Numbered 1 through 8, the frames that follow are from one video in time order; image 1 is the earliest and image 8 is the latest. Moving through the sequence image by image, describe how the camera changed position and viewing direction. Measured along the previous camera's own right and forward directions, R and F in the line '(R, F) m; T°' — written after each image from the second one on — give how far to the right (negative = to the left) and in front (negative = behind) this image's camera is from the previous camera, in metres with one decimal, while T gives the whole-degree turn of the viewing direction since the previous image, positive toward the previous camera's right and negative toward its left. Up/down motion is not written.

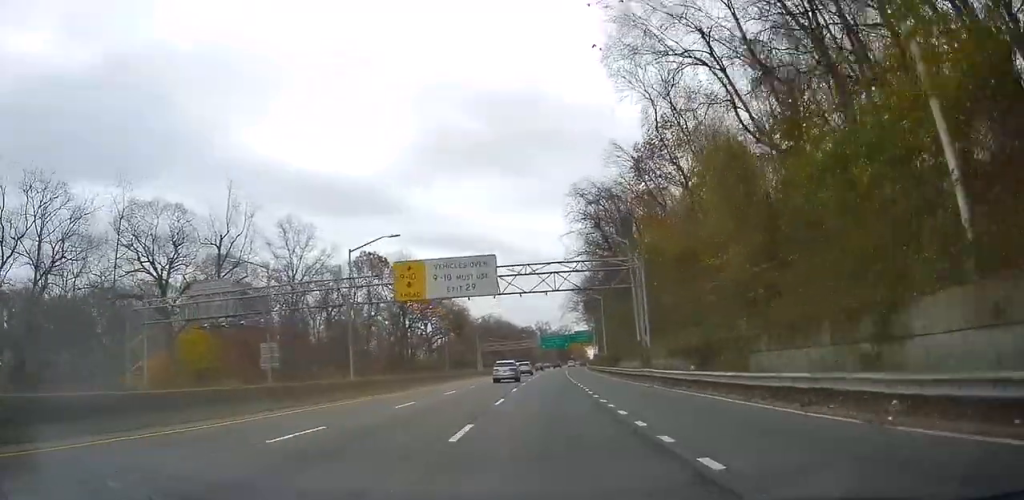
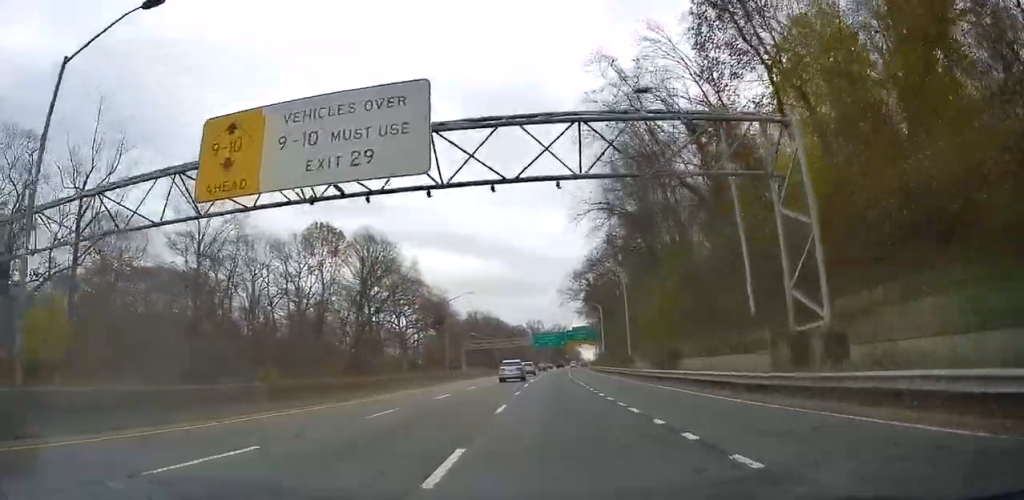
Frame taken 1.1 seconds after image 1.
(+0.4, +23.6) m; 0°
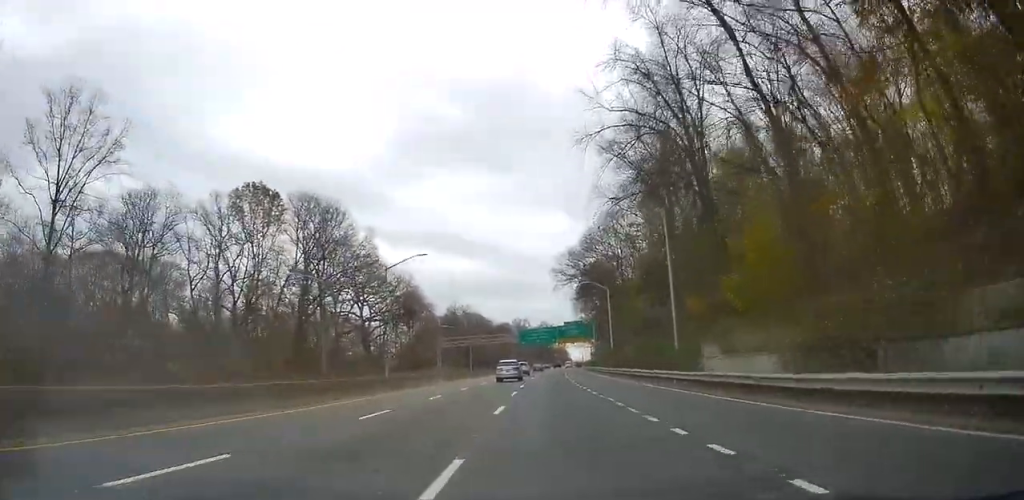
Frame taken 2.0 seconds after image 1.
(-0.3, +20.6) m; -1°
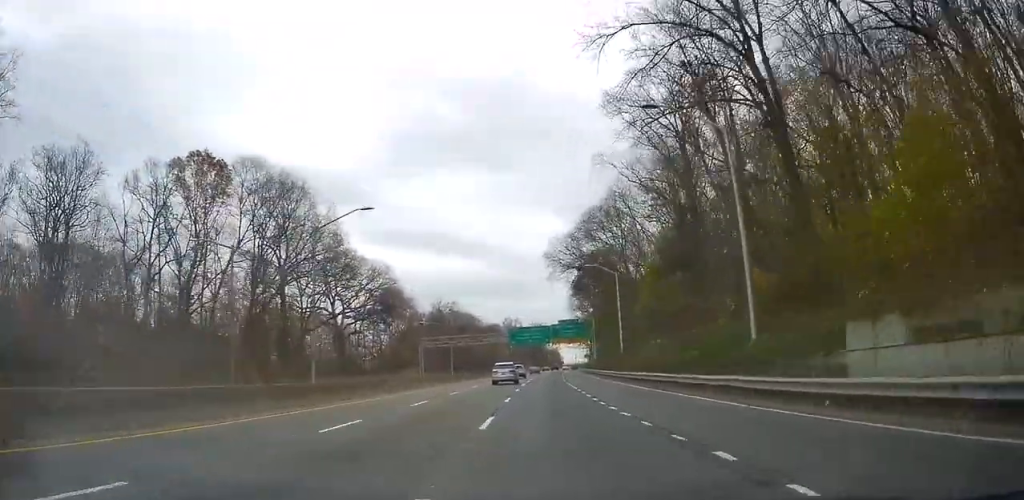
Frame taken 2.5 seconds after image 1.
(0.0, +12.4) m; 0°
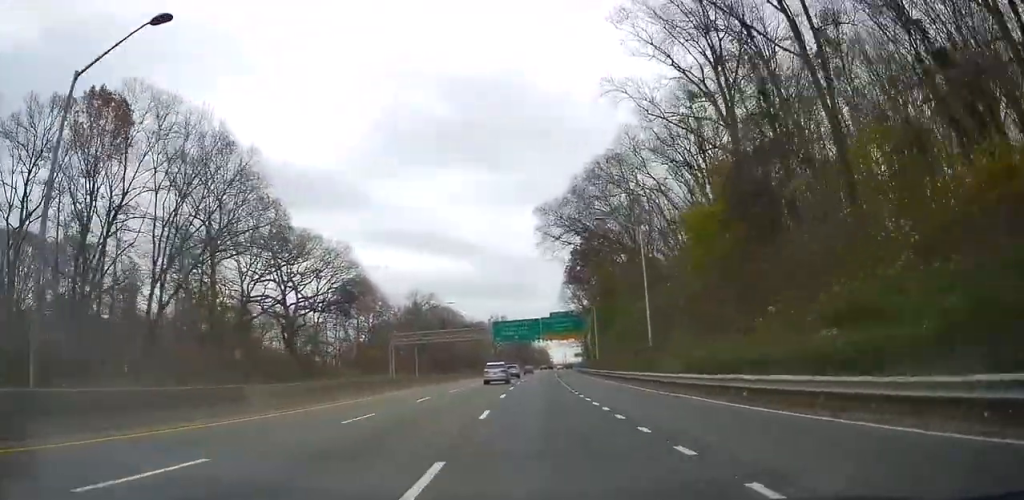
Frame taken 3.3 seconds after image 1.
(0.0, +16.9) m; +1°
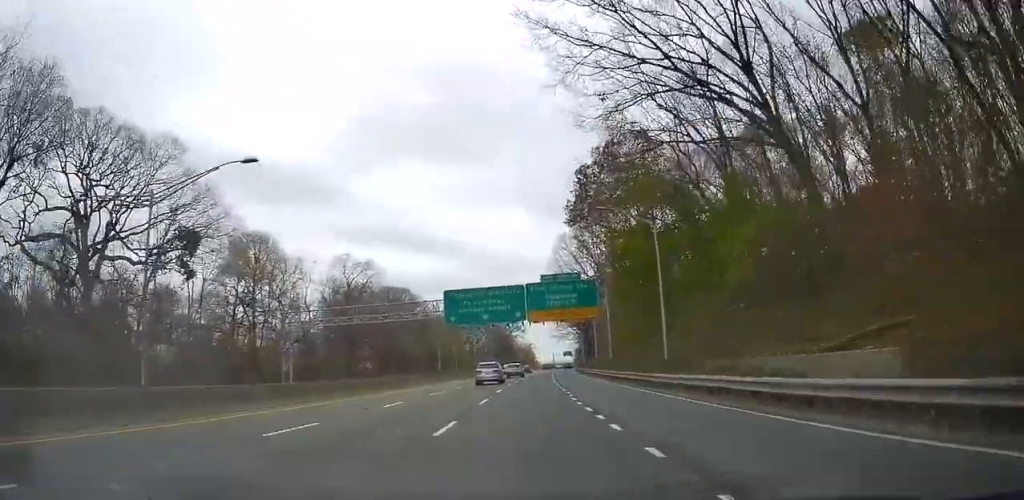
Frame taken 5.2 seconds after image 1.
(+1.9, +42.6) m; +5°
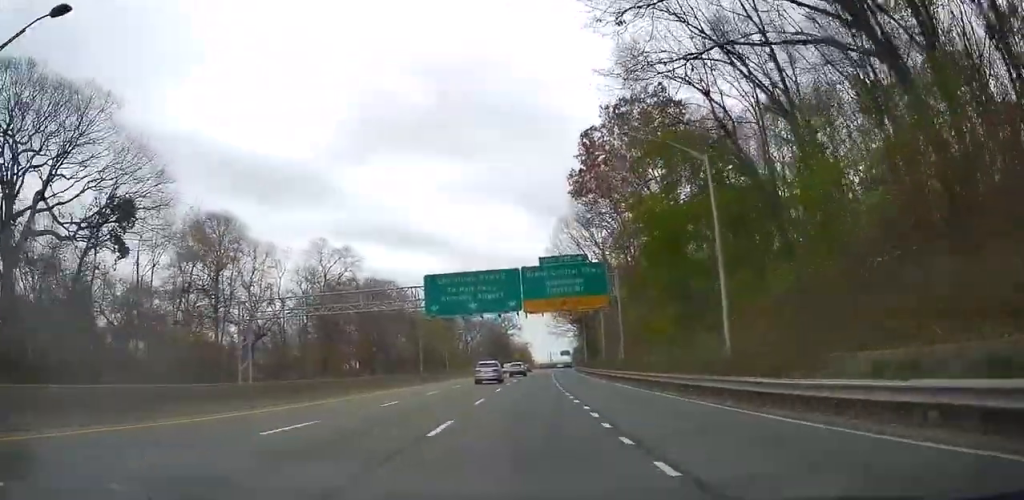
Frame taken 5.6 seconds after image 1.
(+0.1, +9.8) m; 0°
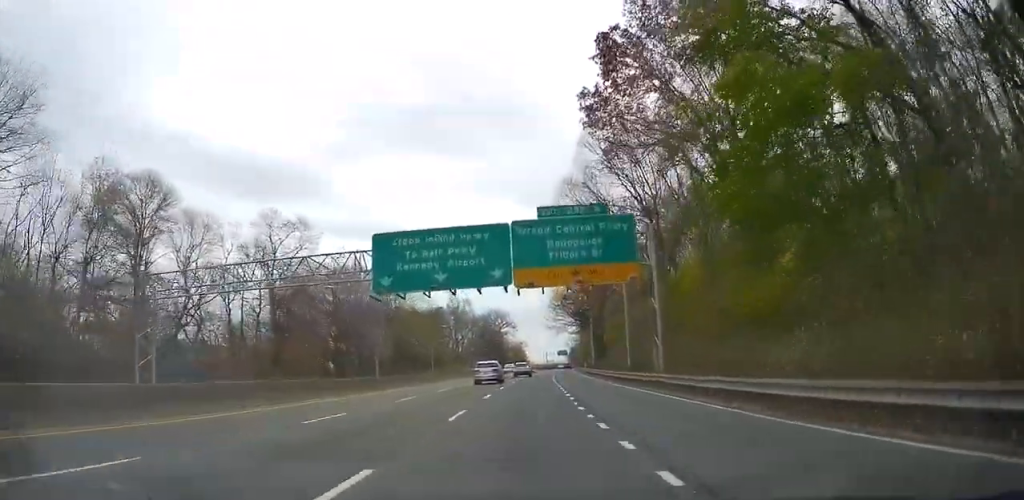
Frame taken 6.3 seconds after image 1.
(+0.1, +16.3) m; +1°
